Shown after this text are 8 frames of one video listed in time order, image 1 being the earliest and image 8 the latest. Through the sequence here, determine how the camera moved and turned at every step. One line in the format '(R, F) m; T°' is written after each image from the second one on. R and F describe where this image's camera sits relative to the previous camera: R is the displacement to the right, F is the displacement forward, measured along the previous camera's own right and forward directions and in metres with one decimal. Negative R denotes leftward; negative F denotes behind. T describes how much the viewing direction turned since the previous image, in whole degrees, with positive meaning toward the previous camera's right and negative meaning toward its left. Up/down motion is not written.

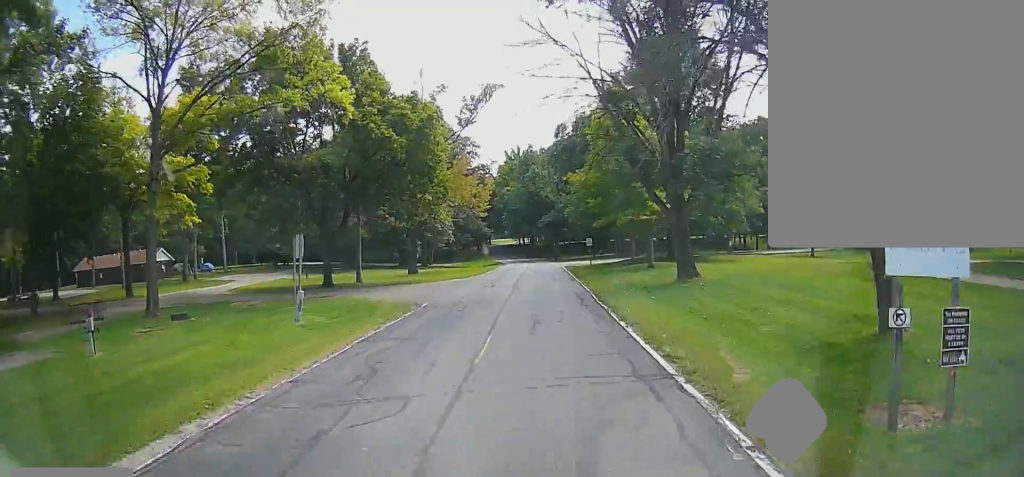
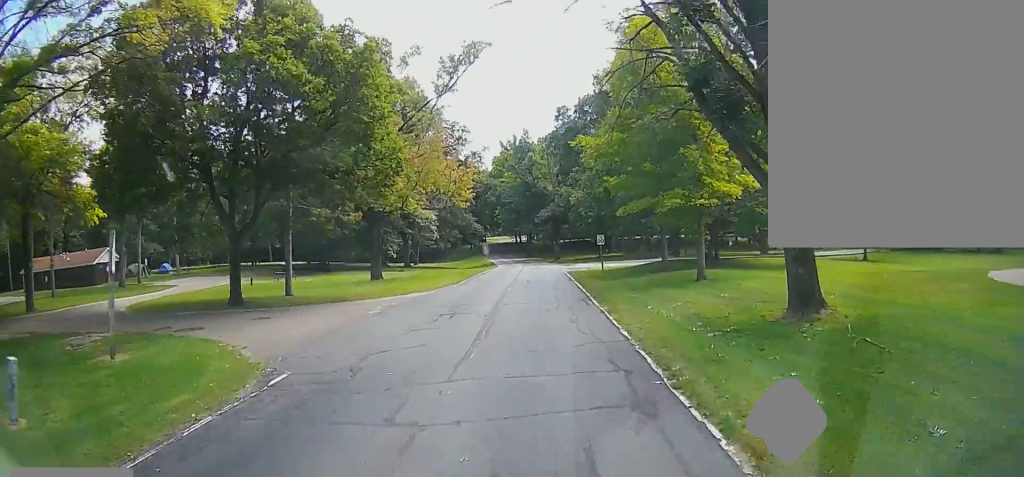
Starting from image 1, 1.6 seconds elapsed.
(-0.3, +9.0) m; -2°
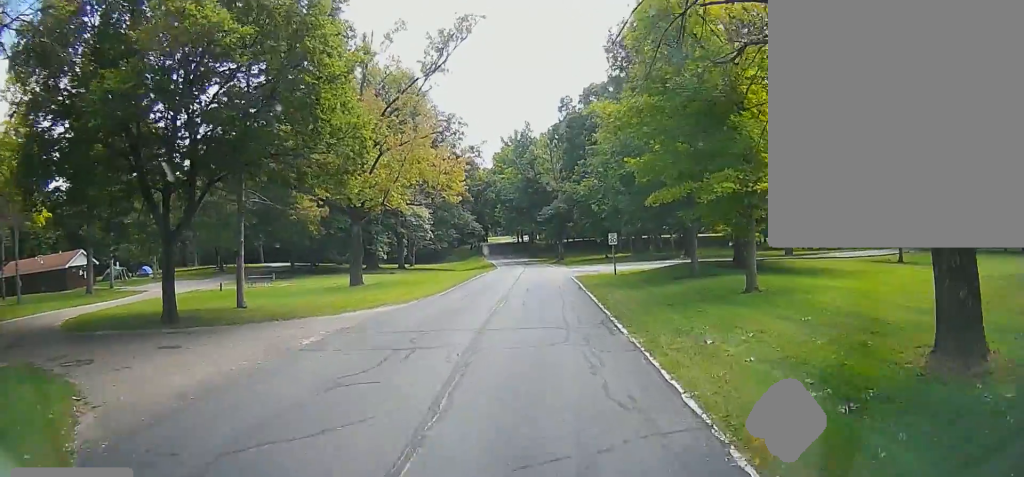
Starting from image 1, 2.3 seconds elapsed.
(0.0, +4.9) m; +1°
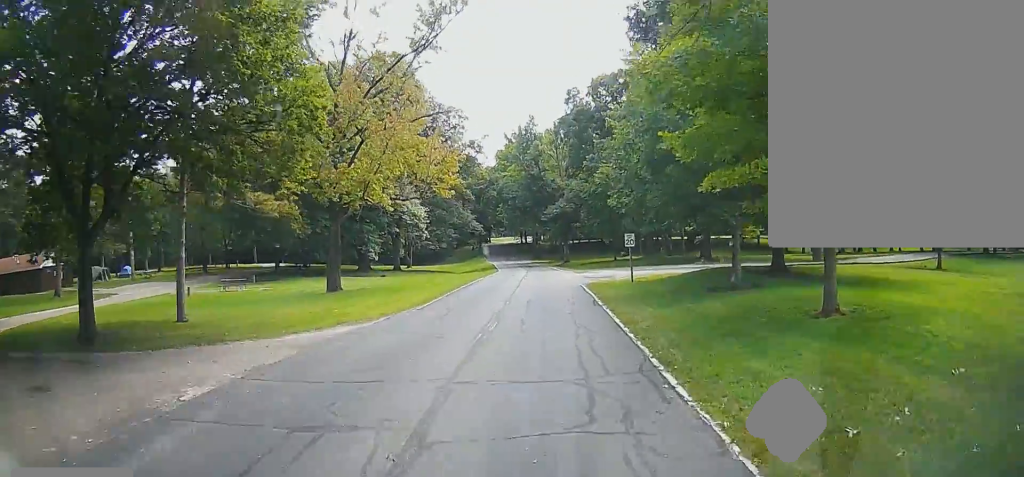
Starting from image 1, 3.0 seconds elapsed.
(+0.1, +4.7) m; +1°
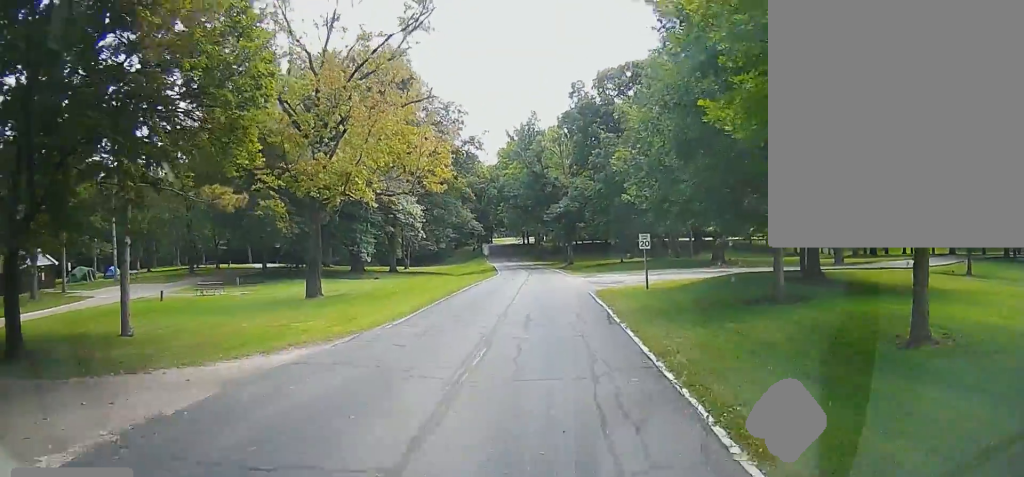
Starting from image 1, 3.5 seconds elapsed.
(0.0, +3.4) m; 0°
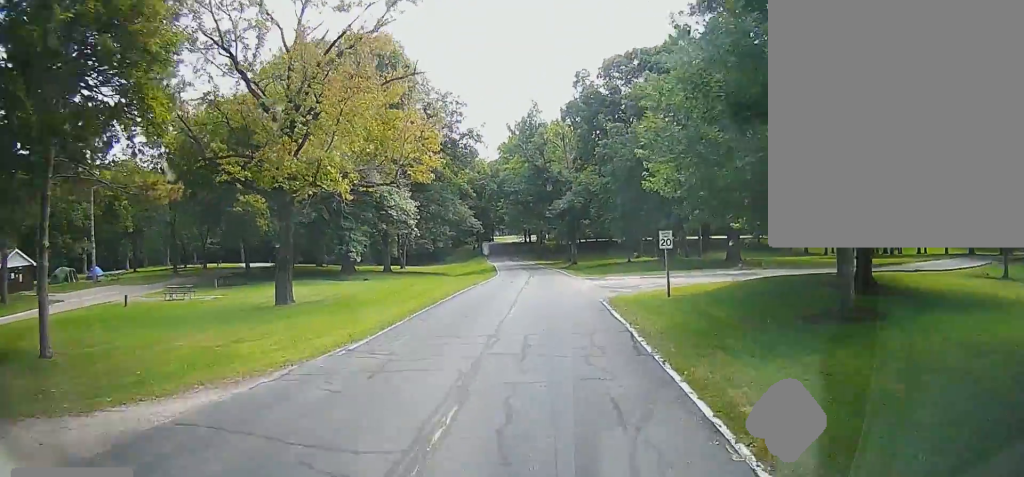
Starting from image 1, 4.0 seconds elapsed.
(0.0, +4.2) m; 0°
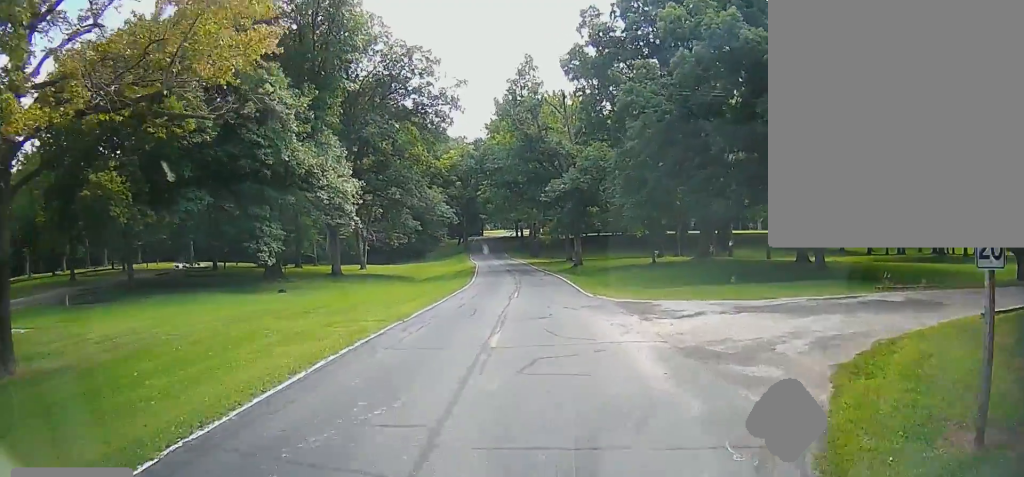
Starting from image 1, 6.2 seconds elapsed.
(-0.1, +17.1) m; -1°
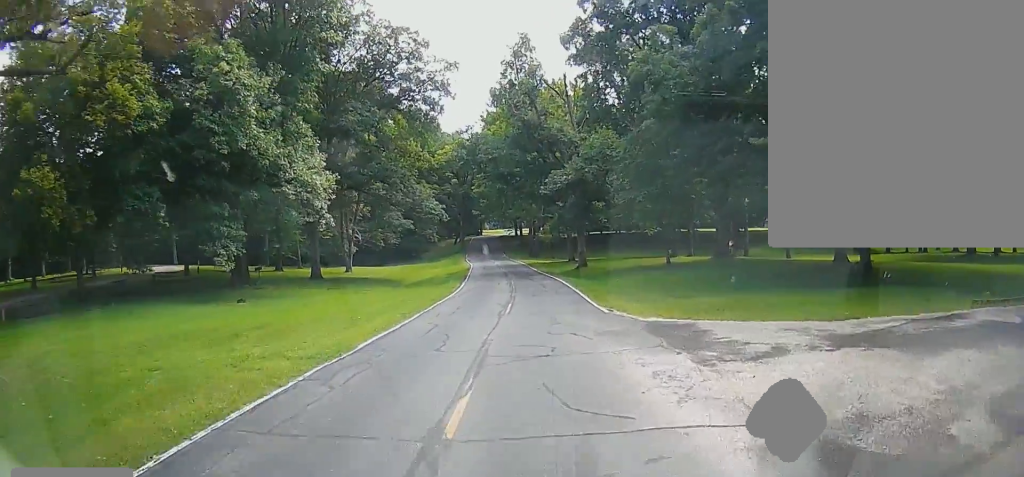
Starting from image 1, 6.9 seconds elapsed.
(-0.1, +5.4) m; -1°
